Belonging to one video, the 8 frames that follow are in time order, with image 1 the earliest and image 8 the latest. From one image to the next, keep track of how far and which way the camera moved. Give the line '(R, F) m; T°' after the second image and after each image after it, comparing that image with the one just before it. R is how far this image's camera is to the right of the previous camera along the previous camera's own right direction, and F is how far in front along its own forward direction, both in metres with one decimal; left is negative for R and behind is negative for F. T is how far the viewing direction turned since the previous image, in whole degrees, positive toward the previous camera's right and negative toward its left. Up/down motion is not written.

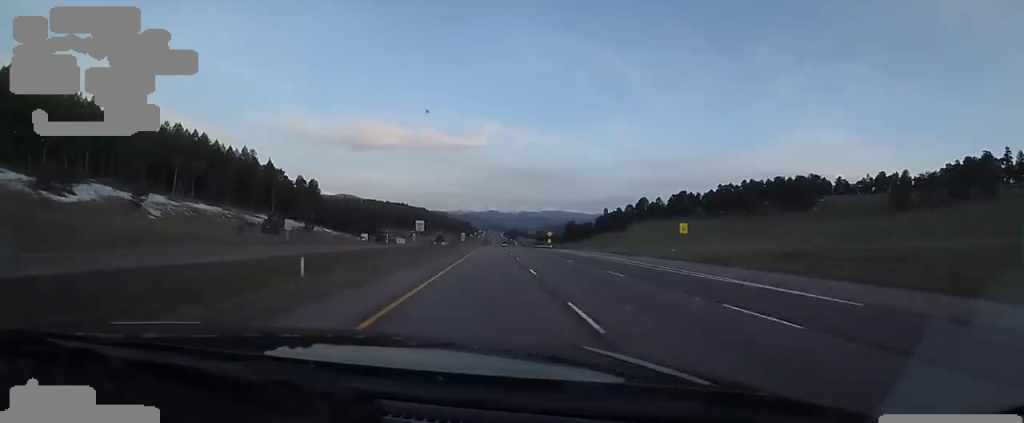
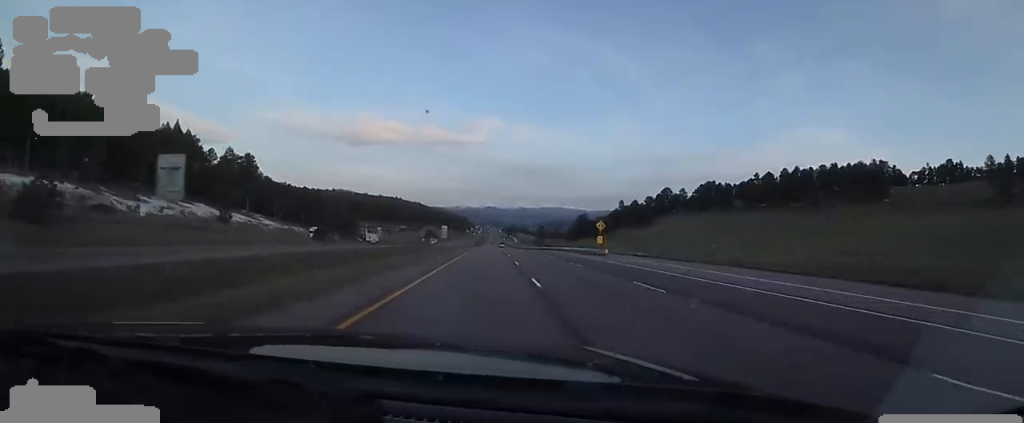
(+2.0, +53.8) m; +3°
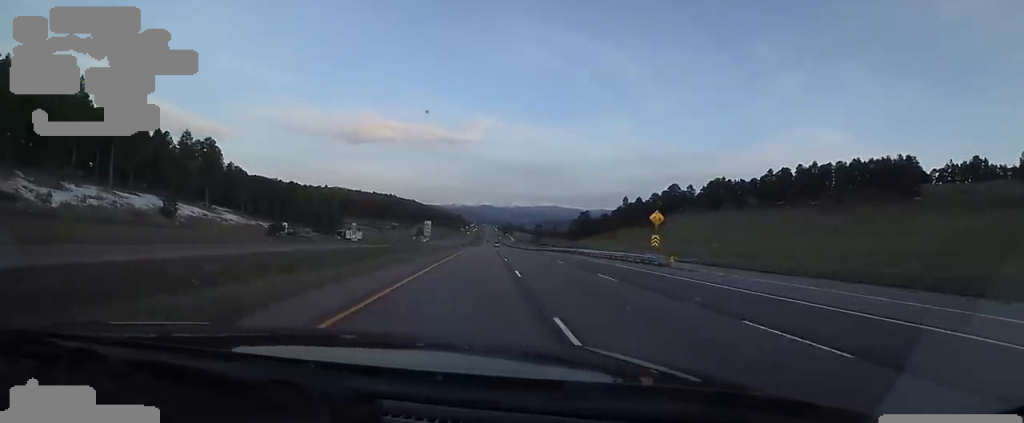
(0.0, +21.2) m; 0°
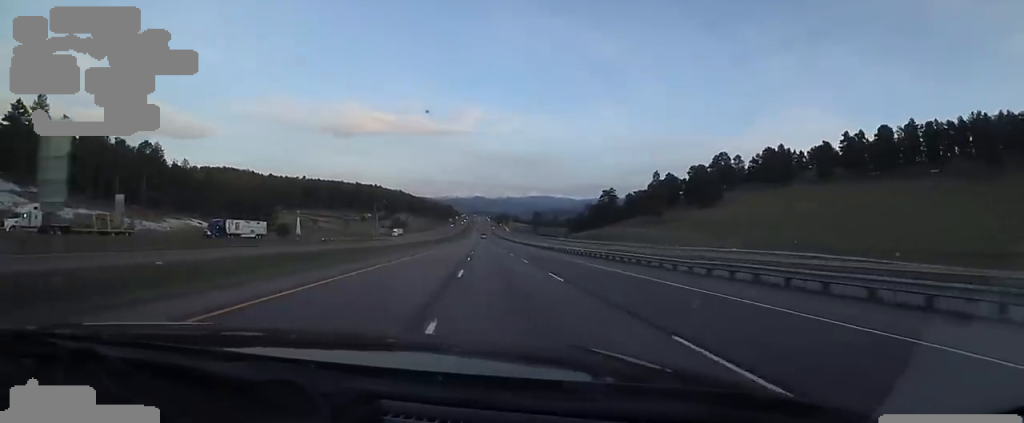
(-0.5, +76.8) m; 0°
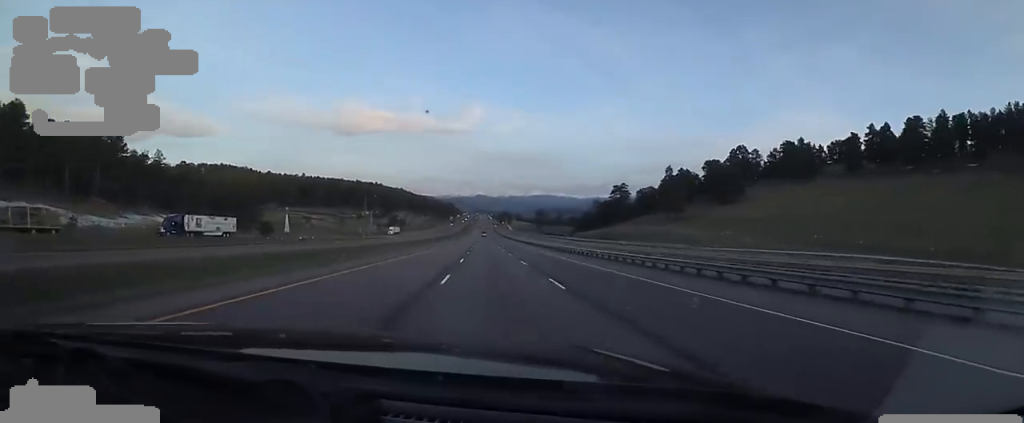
(-0.3, +15.3) m; 0°
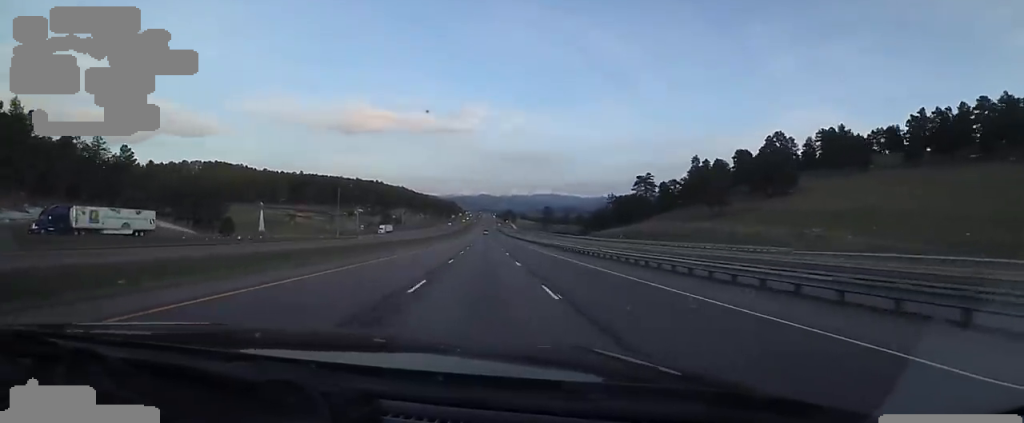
(+0.9, +27.1) m; -1°
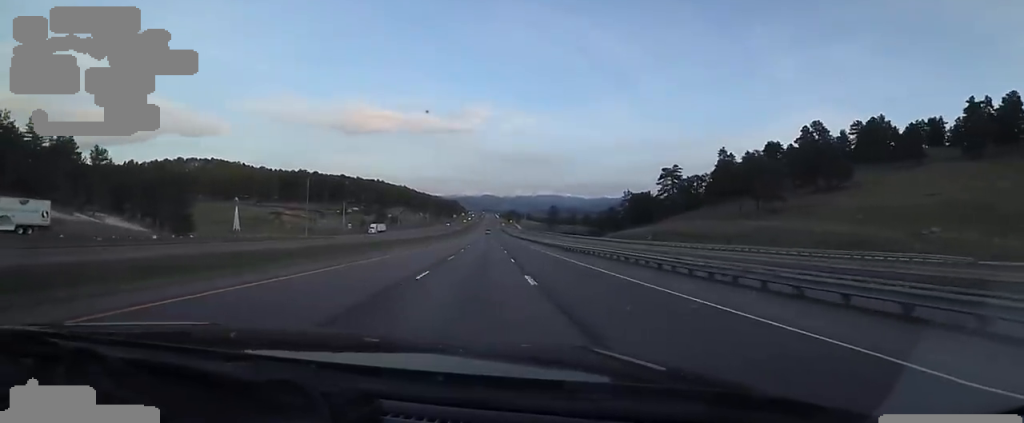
(-0.7, +21.7) m; 0°
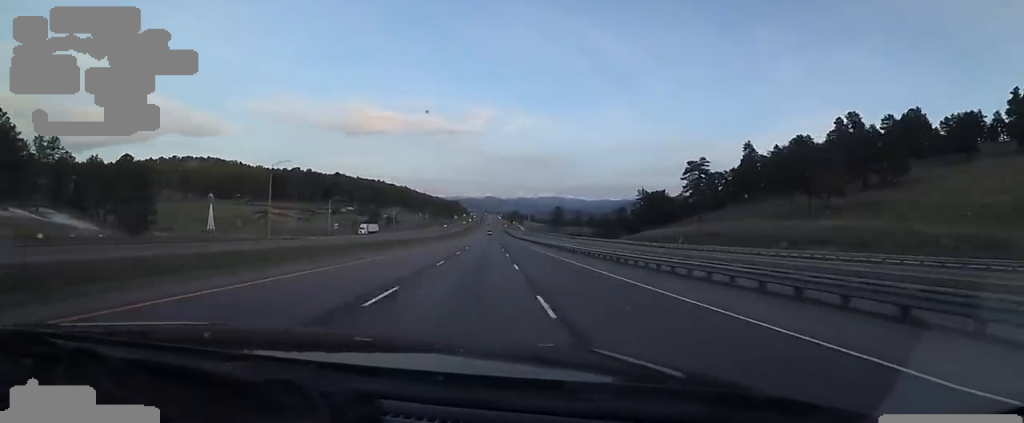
(-0.4, +17.3) m; 0°
